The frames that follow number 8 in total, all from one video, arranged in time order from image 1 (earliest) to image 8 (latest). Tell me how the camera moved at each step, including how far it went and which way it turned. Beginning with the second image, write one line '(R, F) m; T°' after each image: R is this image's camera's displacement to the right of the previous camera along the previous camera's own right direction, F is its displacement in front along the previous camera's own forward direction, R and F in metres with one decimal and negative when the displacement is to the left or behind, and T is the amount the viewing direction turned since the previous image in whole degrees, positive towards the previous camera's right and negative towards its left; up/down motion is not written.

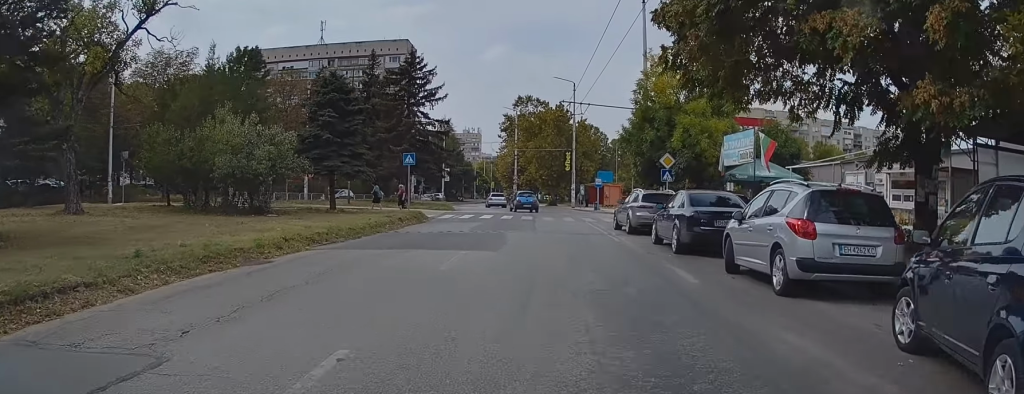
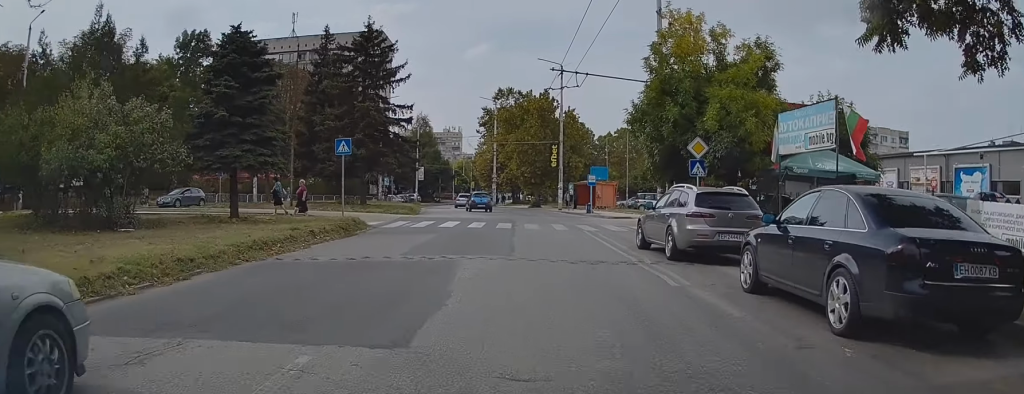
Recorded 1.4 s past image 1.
(+0.1, +8.6) m; 0°
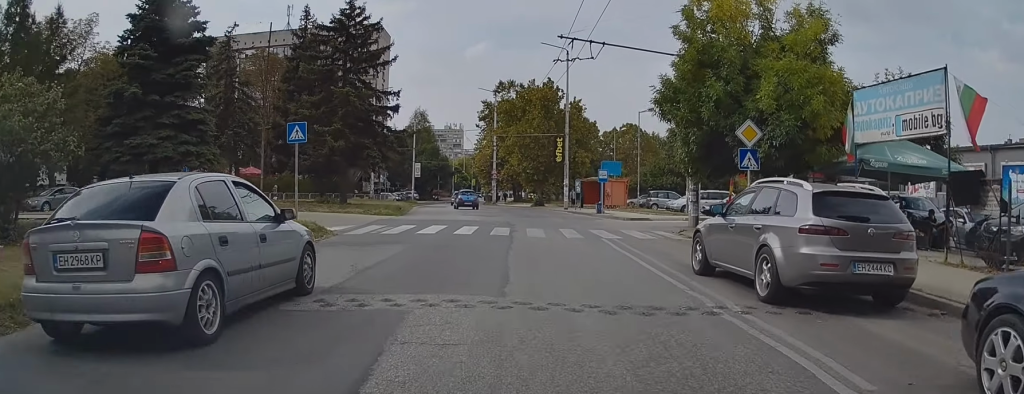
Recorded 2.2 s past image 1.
(0.0, +5.1) m; 0°
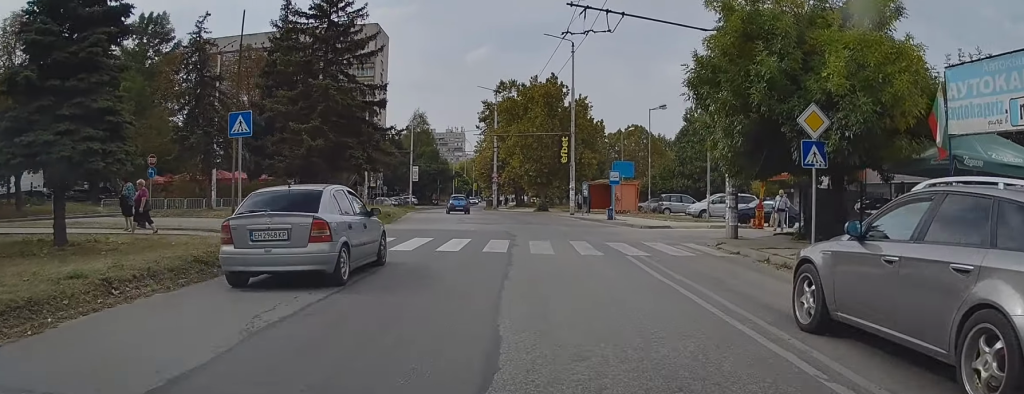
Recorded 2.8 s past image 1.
(+0.3, +4.1) m; 0°
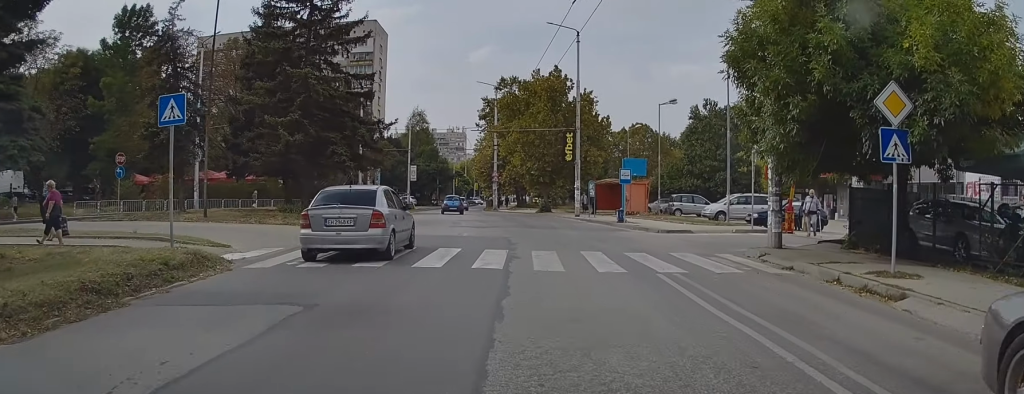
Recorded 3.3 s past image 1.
(-0.2, +3.3) m; 0°
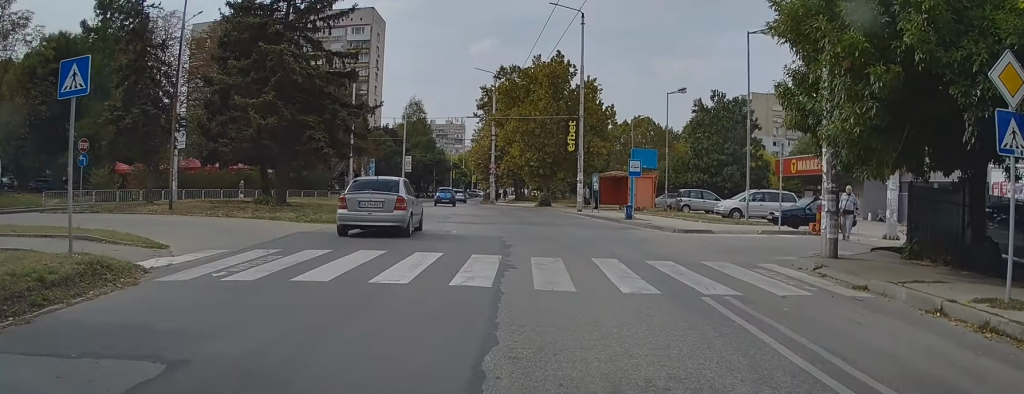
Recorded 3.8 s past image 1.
(-0.2, +3.1) m; 0°
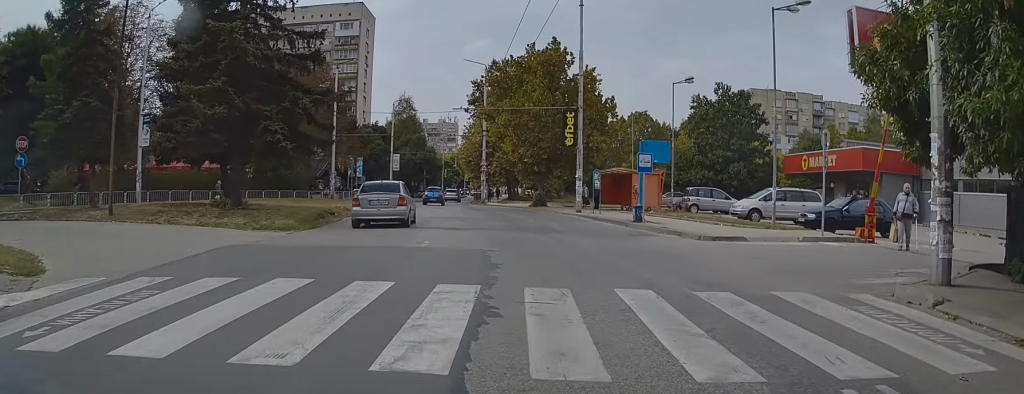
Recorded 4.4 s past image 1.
(+0.2, +4.1) m; +2°
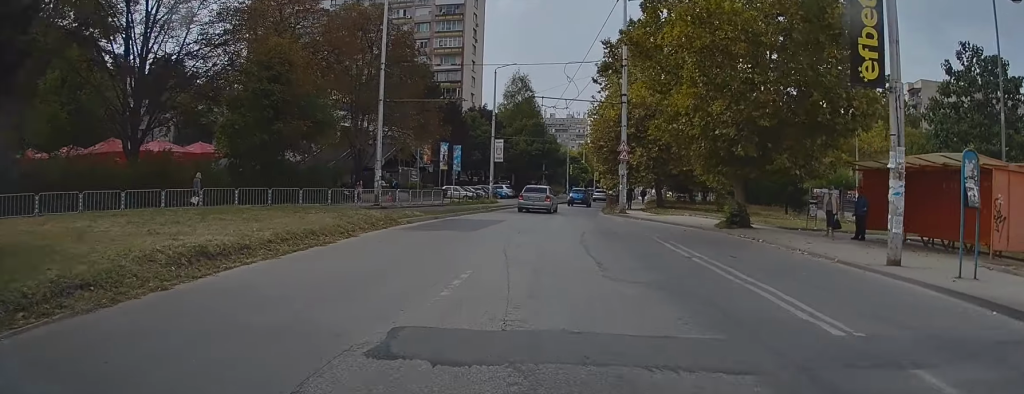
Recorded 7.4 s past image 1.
(-1.5, +23.0) m; -9°
